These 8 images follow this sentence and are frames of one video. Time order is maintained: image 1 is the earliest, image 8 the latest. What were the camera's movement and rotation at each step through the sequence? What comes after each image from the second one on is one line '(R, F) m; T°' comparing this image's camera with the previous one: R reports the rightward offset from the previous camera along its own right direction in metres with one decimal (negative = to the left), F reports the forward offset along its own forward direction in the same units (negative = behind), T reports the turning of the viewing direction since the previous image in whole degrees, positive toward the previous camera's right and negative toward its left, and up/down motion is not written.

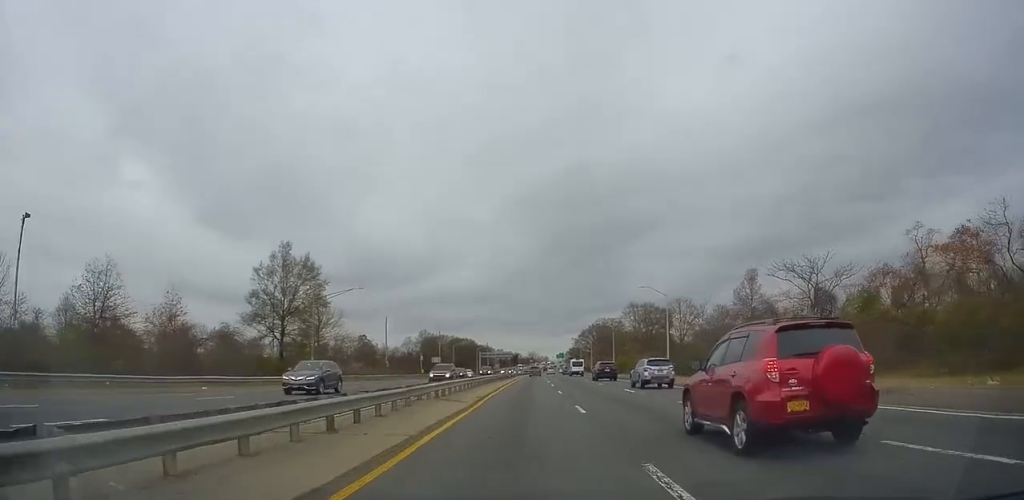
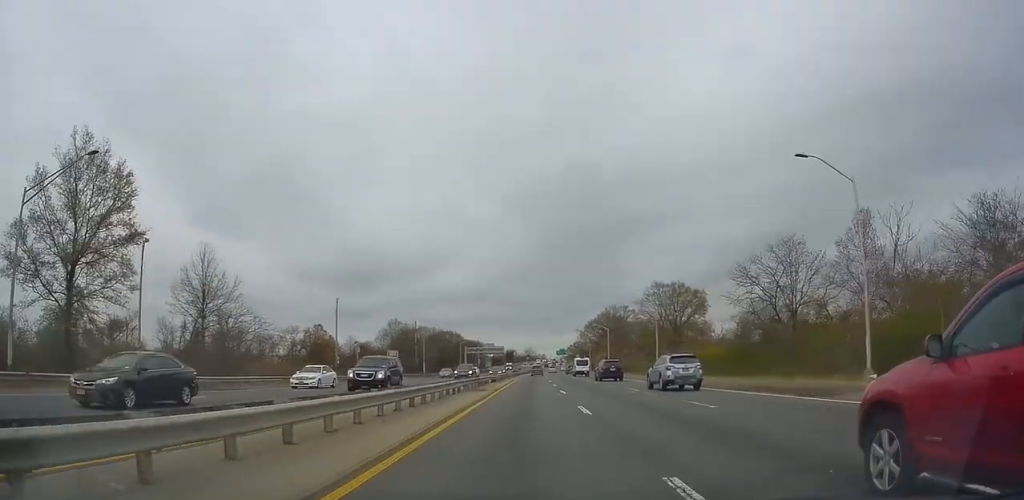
(-0.2, +36.3) m; 0°
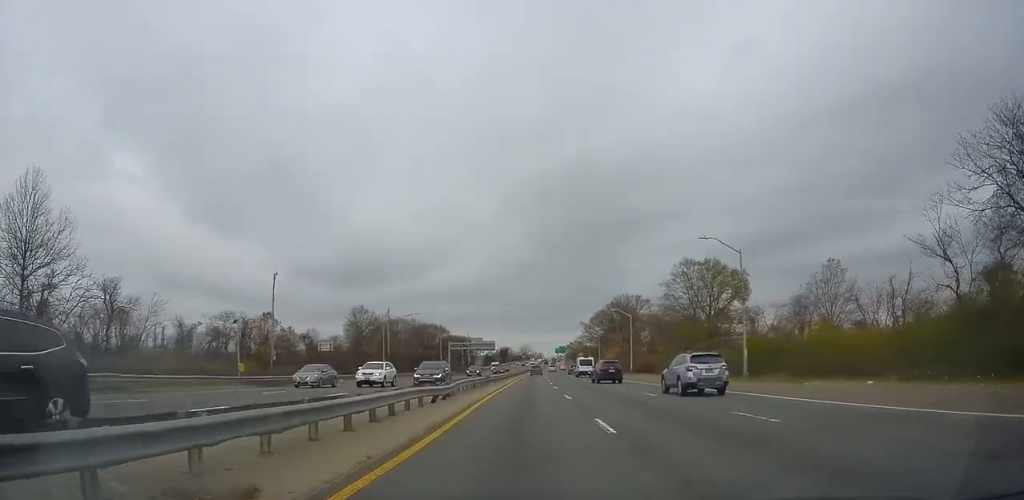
(-0.2, +27.7) m; +1°
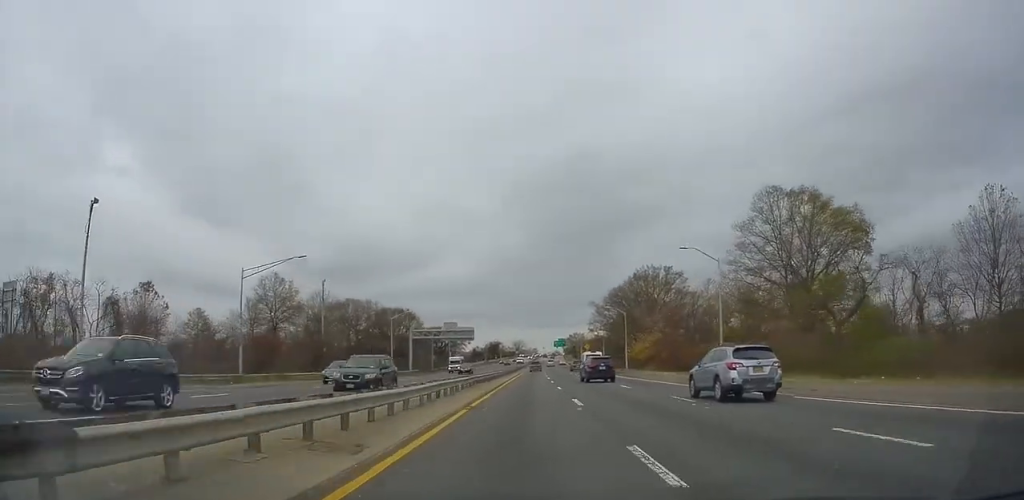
(+0.4, +40.8) m; 0°
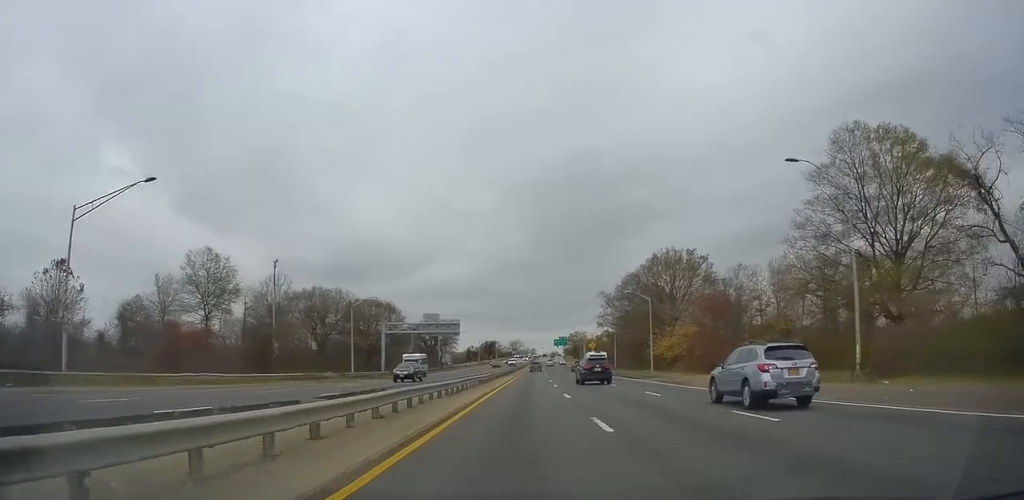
(-0.3, +18.6) m; 0°
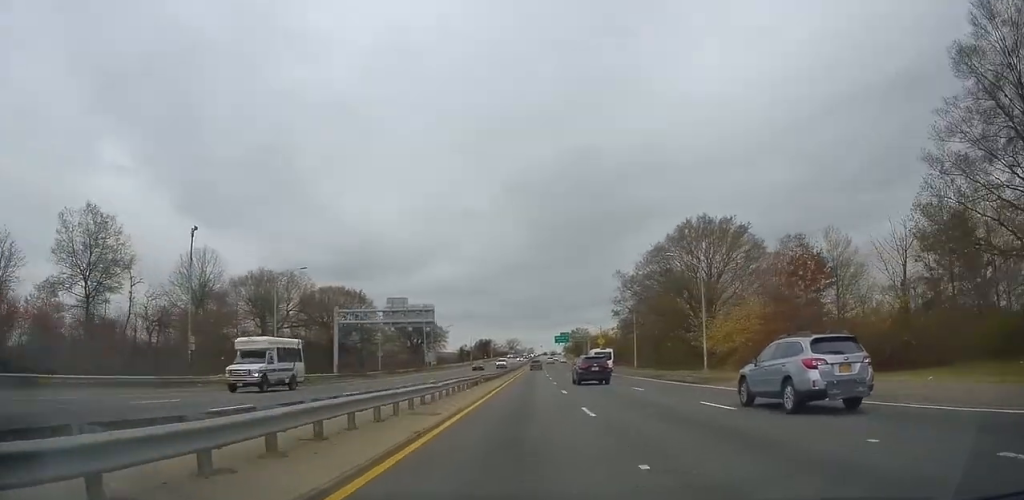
(+0.3, +20.8) m; +1°
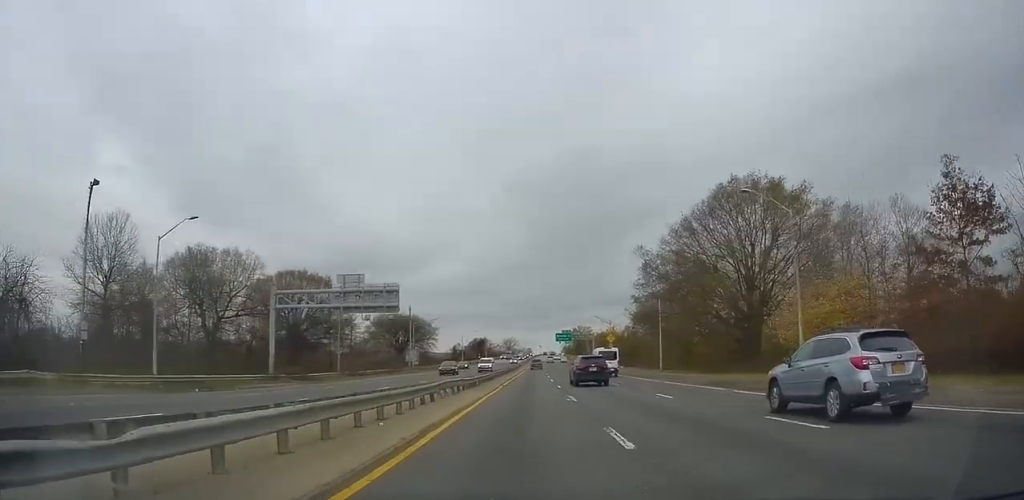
(+0.2, +16.8) m; +1°
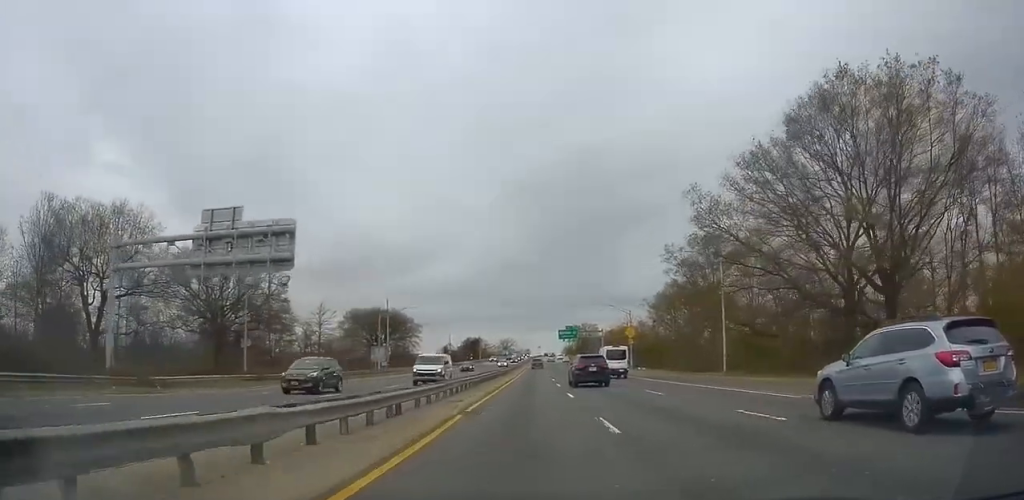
(+0.2, +21.8) m; +1°
